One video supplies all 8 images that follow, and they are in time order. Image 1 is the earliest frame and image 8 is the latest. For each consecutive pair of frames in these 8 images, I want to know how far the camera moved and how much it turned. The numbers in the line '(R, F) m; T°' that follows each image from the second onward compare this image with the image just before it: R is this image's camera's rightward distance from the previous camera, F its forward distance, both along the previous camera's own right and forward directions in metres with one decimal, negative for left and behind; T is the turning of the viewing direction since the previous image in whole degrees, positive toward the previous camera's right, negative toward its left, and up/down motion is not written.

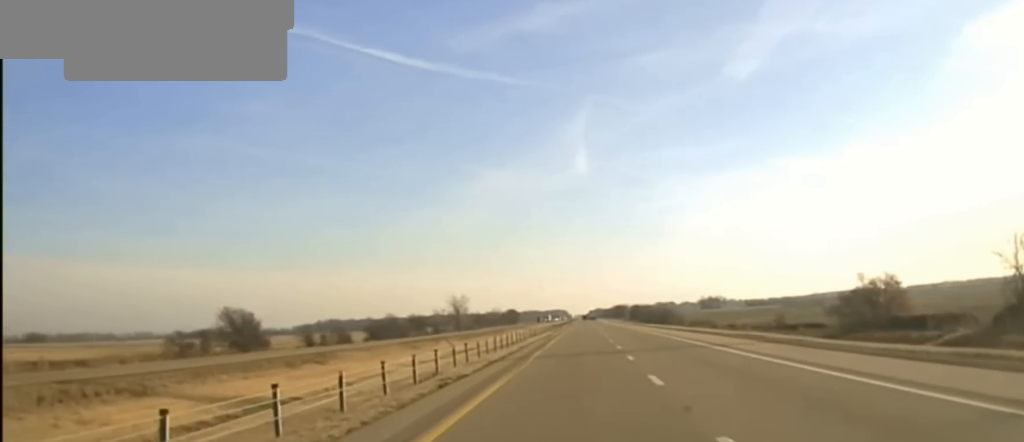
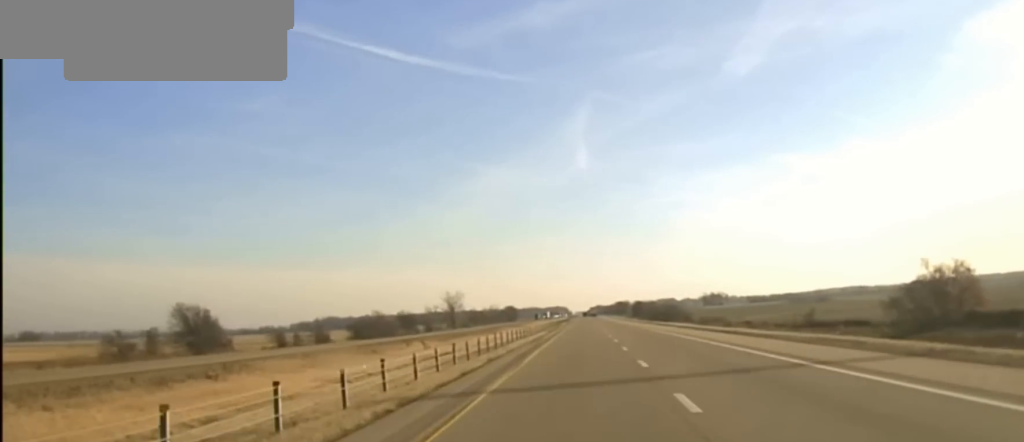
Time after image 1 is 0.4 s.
(0.0, +17.8) m; 0°
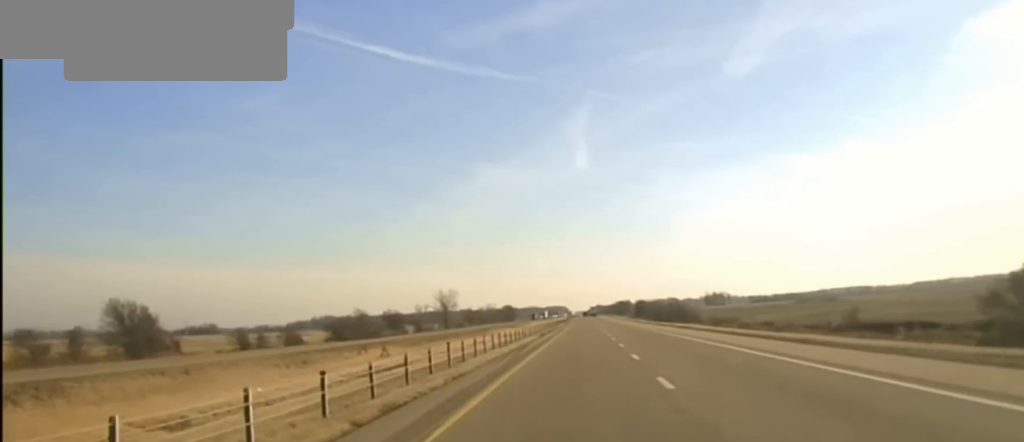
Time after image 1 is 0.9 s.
(-0.1, +18.8) m; 0°
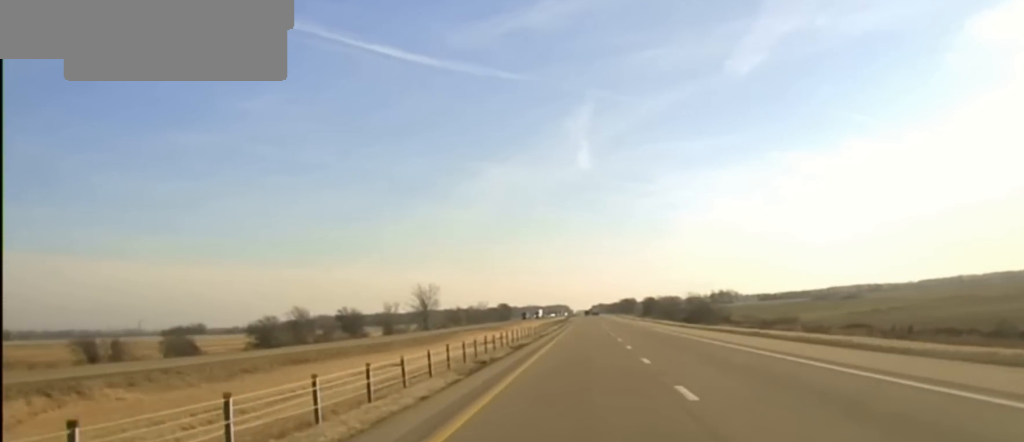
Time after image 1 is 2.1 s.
(+0.4, +47.1) m; 0°
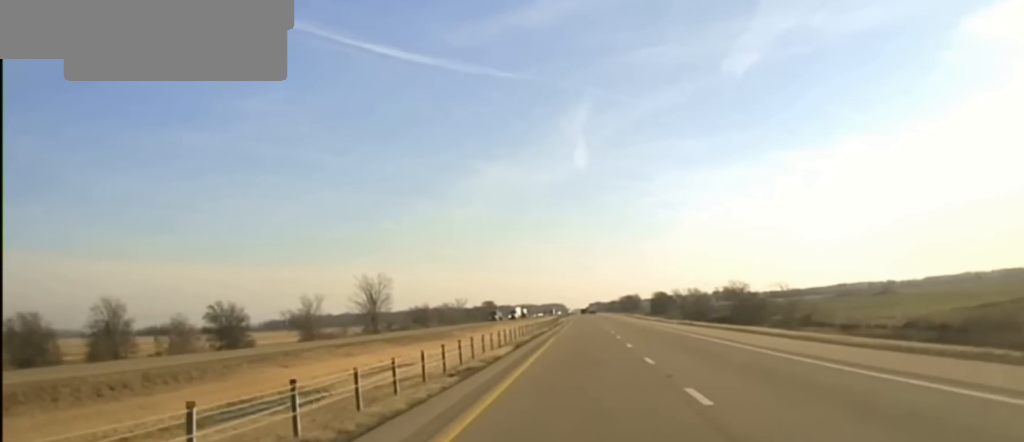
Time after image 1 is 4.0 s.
(-0.6, +68.2) m; -1°
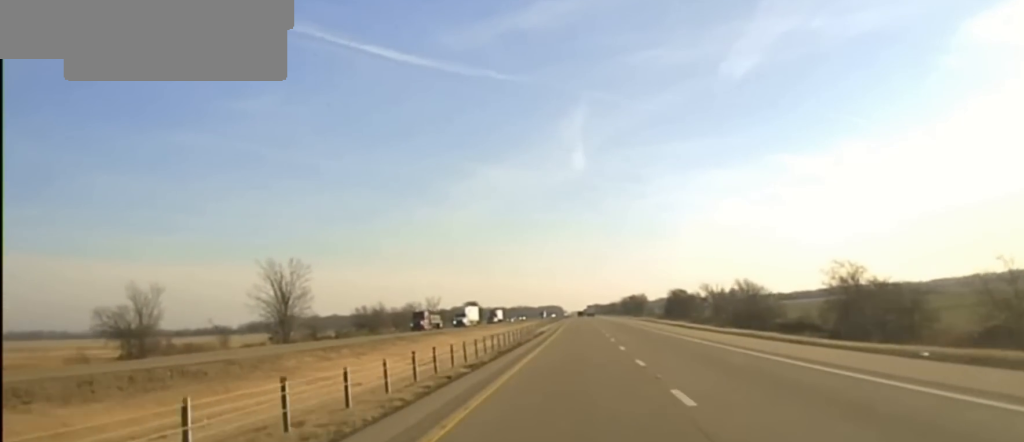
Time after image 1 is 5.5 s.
(+0.3, +61.8) m; 0°
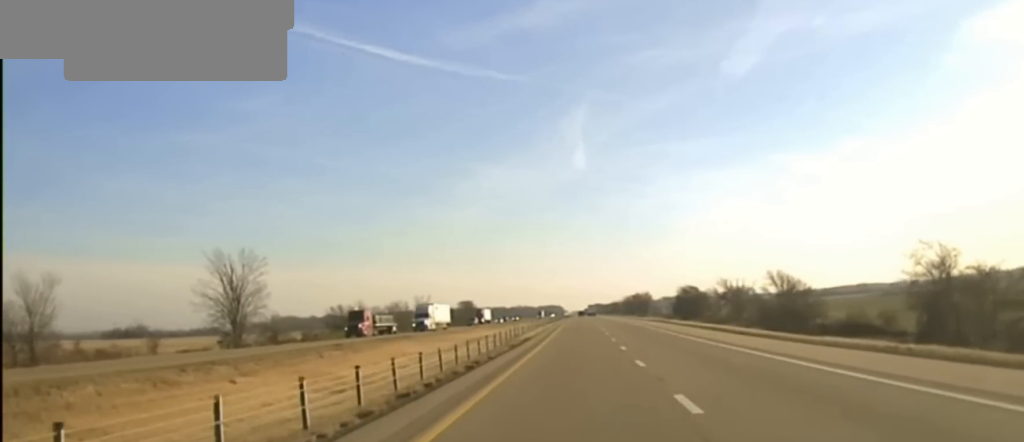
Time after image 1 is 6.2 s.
(+0.1, +28.1) m; 0°
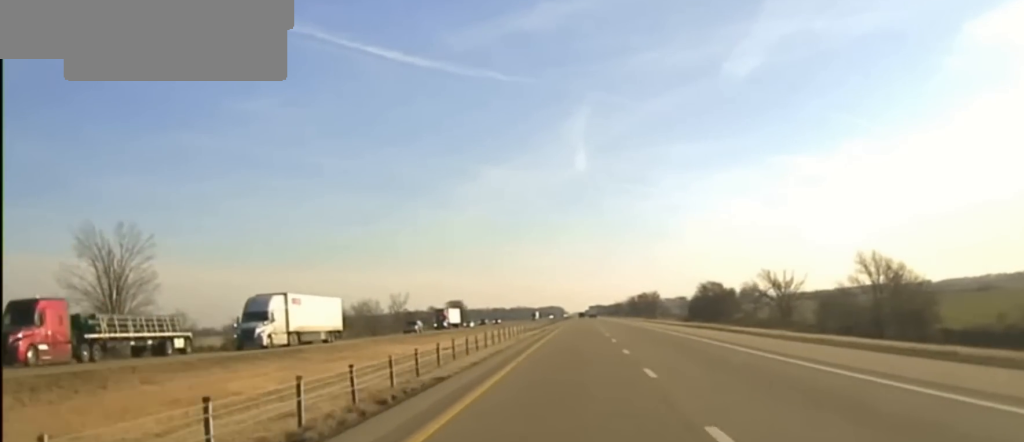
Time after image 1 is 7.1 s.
(-0.2, +45.4) m; 0°
